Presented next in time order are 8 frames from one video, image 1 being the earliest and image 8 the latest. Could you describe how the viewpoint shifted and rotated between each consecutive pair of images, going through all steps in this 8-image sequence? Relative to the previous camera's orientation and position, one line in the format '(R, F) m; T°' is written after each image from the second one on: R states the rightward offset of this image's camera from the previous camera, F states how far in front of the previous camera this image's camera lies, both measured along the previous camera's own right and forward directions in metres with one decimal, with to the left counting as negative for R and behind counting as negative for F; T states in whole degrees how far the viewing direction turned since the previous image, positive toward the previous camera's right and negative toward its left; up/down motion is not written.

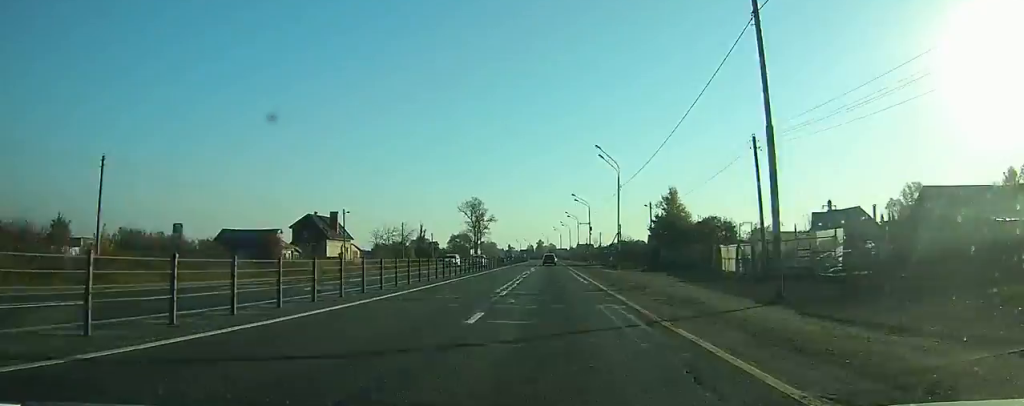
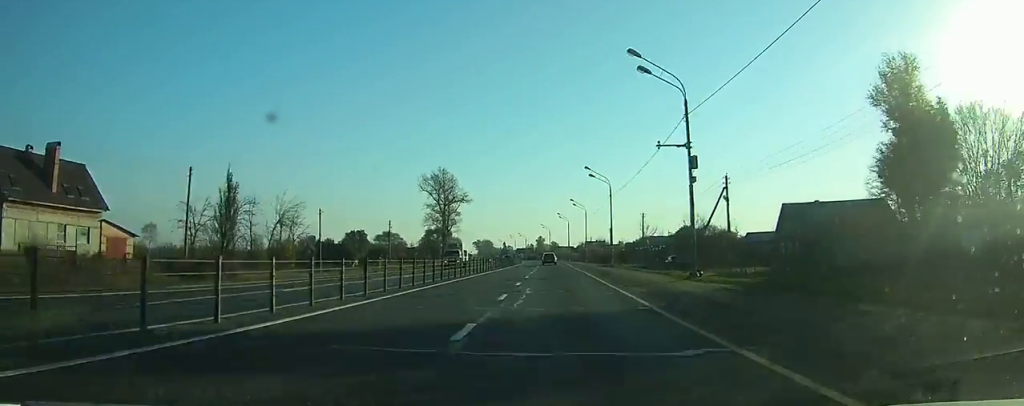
(-0.6, +66.7) m; 0°
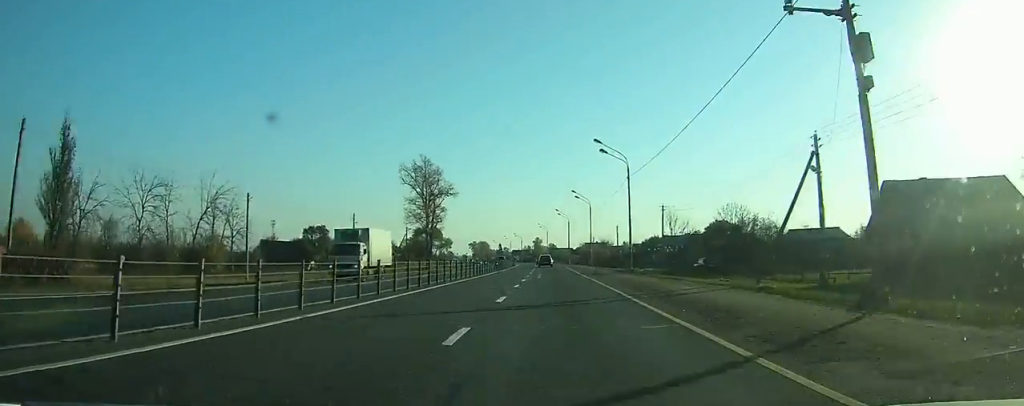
(0.0, +17.9) m; 0°
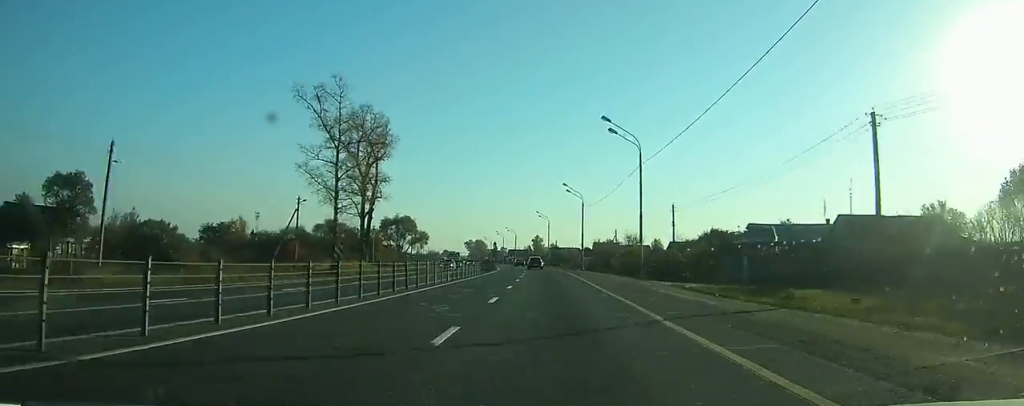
(0.0, +49.8) m; -1°
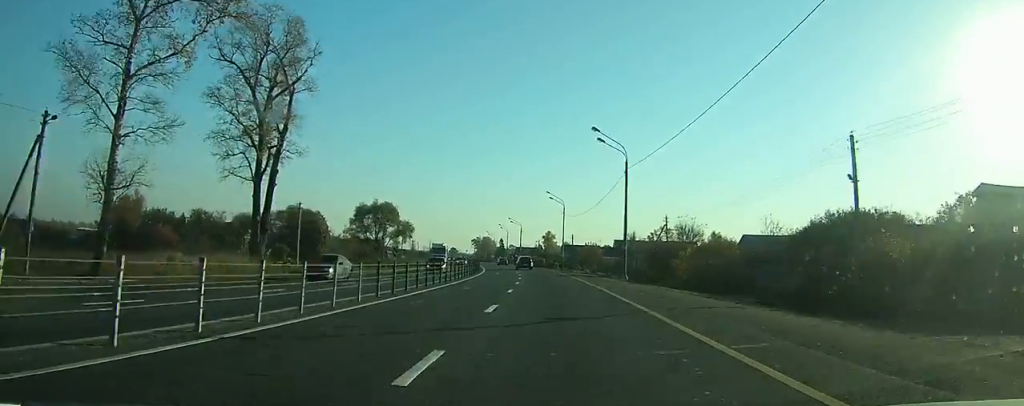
(-0.3, +35.4) m; -1°
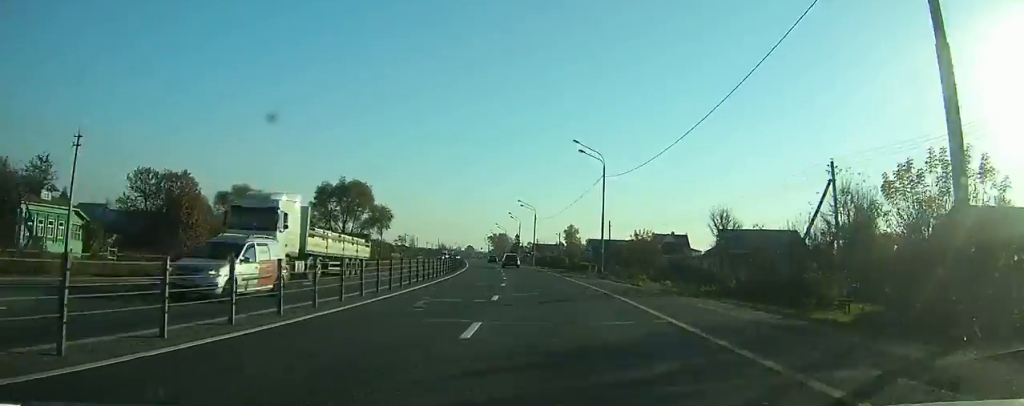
(-0.4, +36.7) m; -2°
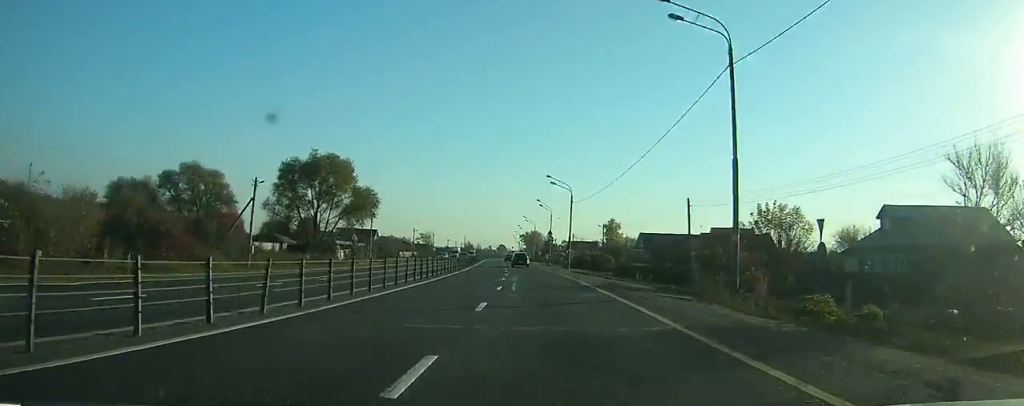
(-0.4, +27.9) m; -2°
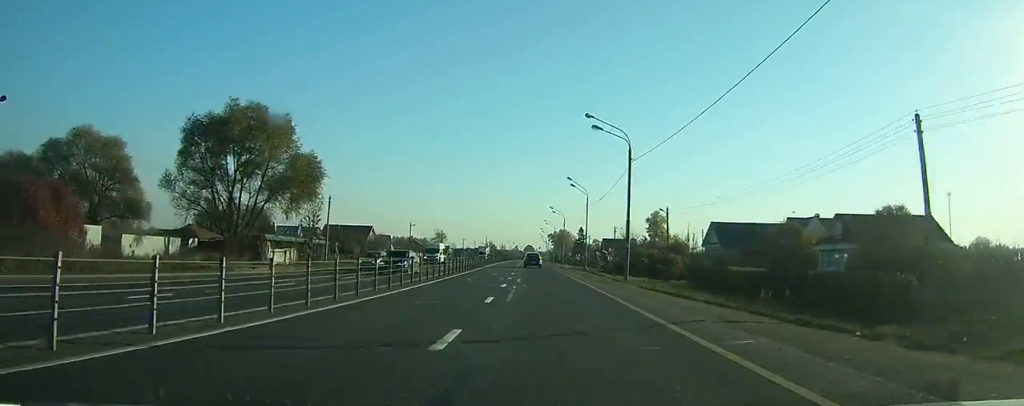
(-0.5, +29.2) m; -3°
